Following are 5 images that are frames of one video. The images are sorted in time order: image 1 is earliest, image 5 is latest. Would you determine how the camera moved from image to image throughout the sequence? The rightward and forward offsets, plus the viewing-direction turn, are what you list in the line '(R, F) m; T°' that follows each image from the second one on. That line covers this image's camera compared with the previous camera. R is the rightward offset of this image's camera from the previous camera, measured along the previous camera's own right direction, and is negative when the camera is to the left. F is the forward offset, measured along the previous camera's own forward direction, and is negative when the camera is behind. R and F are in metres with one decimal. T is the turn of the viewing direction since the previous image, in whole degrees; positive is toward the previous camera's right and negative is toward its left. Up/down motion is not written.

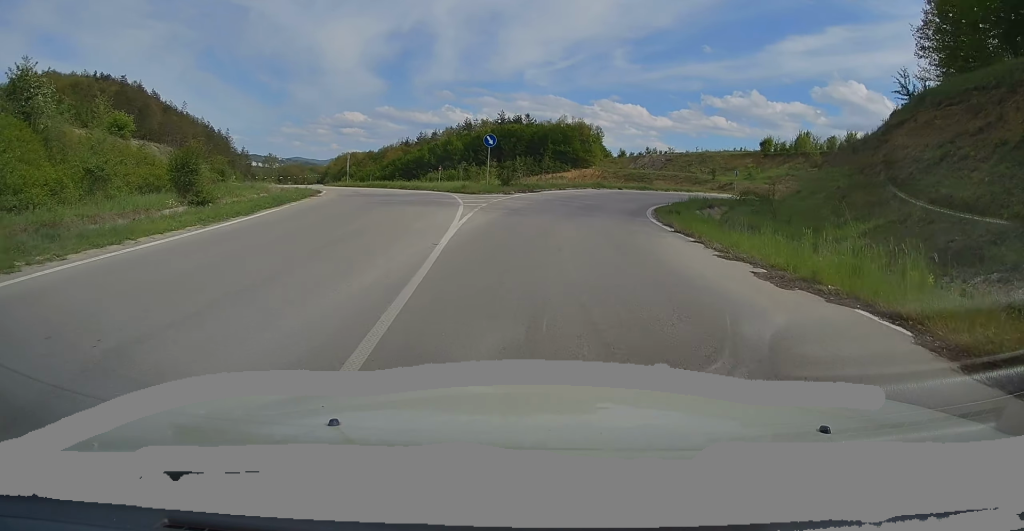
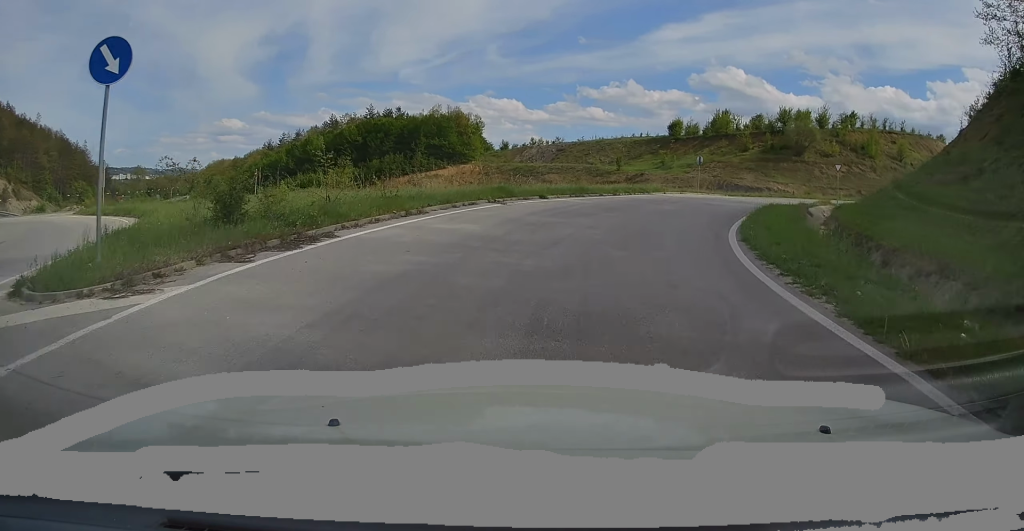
(+1.3, +23.5) m; +11°
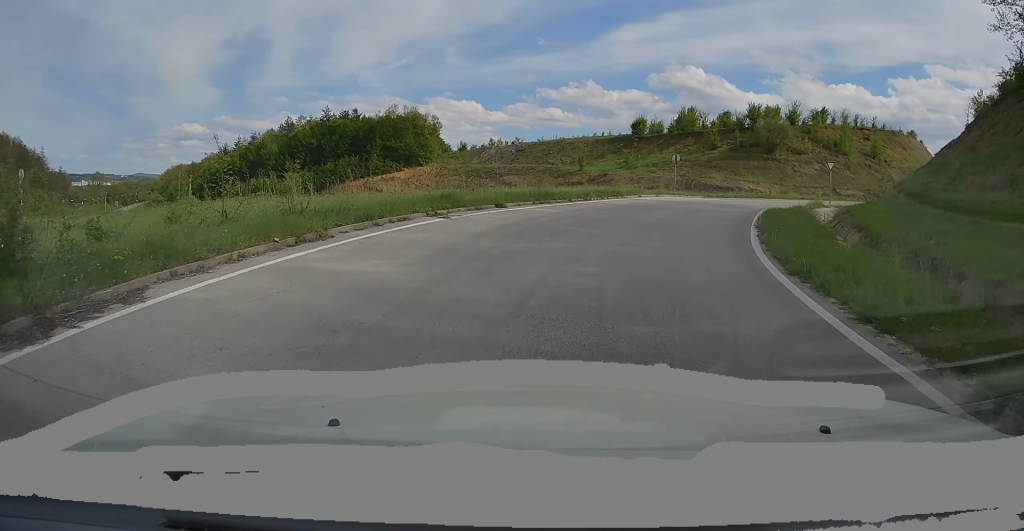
(+0.1, +4.5) m; +4°
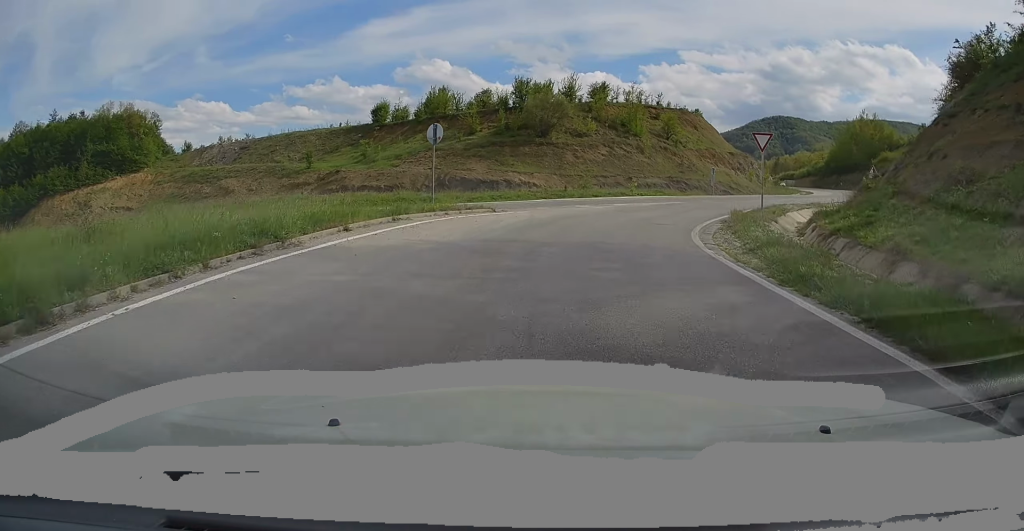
(+3.8, +20.4) m; +21°
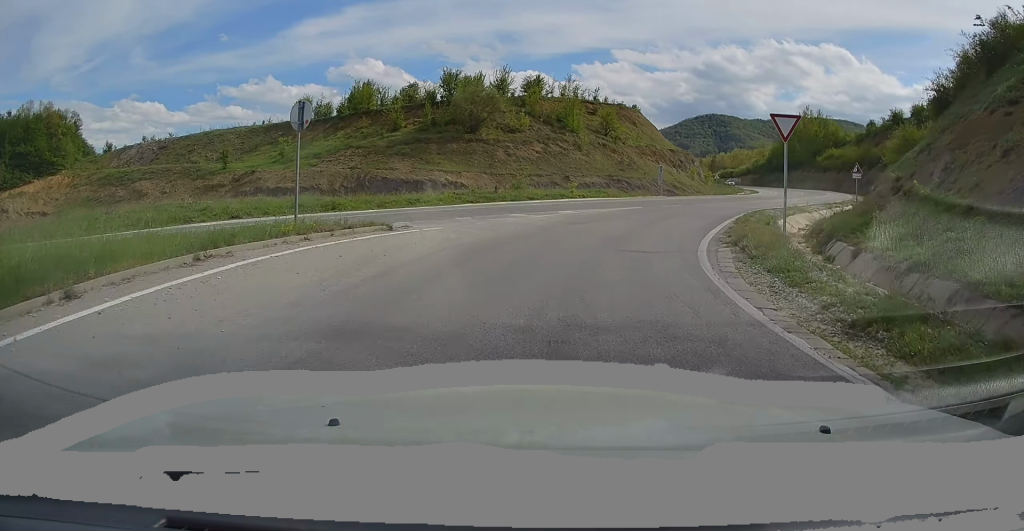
(+0.4, +6.2) m; +6°
